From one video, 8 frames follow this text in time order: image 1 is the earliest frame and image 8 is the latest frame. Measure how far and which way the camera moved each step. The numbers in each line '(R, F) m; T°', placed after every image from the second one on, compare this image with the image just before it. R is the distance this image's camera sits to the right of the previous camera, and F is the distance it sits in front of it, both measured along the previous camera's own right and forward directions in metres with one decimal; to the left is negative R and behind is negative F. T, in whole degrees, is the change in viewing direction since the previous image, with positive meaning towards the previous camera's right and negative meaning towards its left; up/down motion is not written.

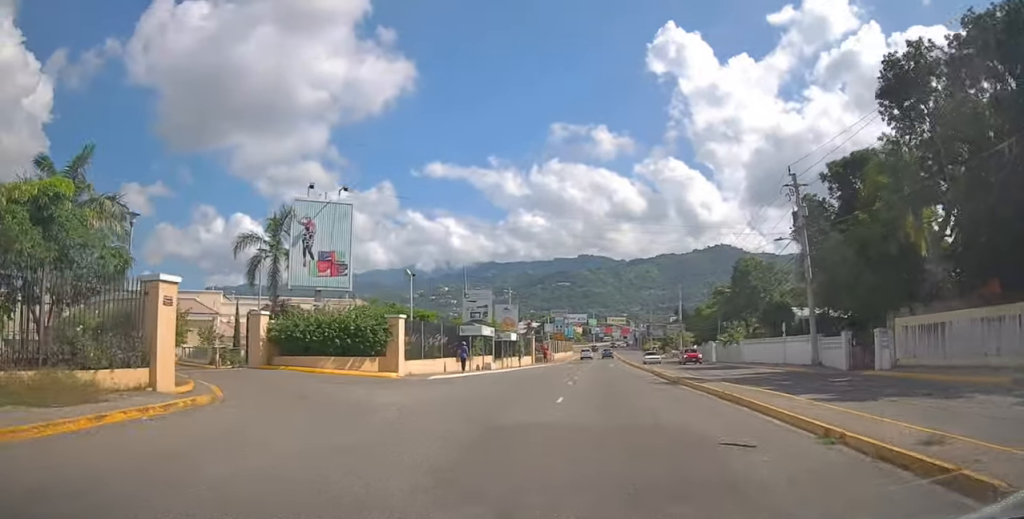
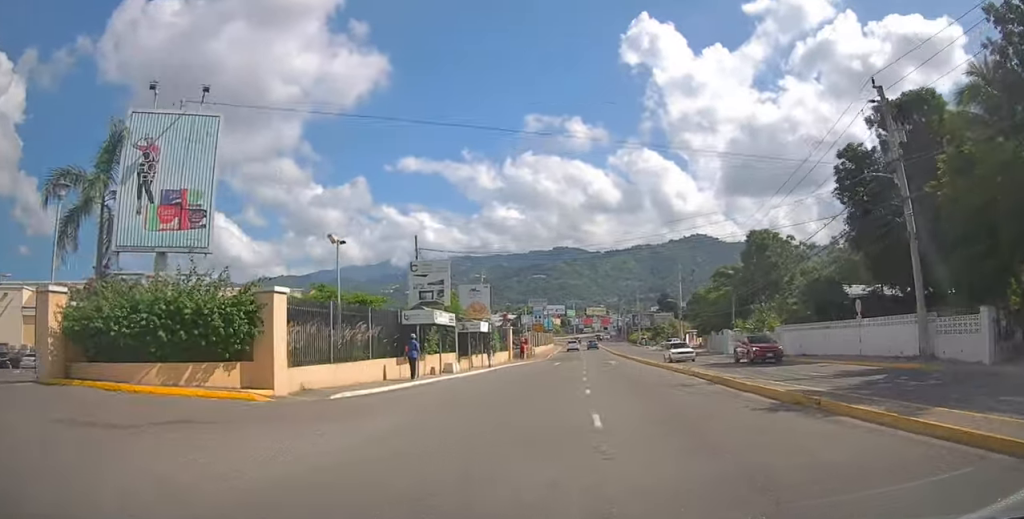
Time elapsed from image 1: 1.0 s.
(-0.2, +11.2) m; +2°
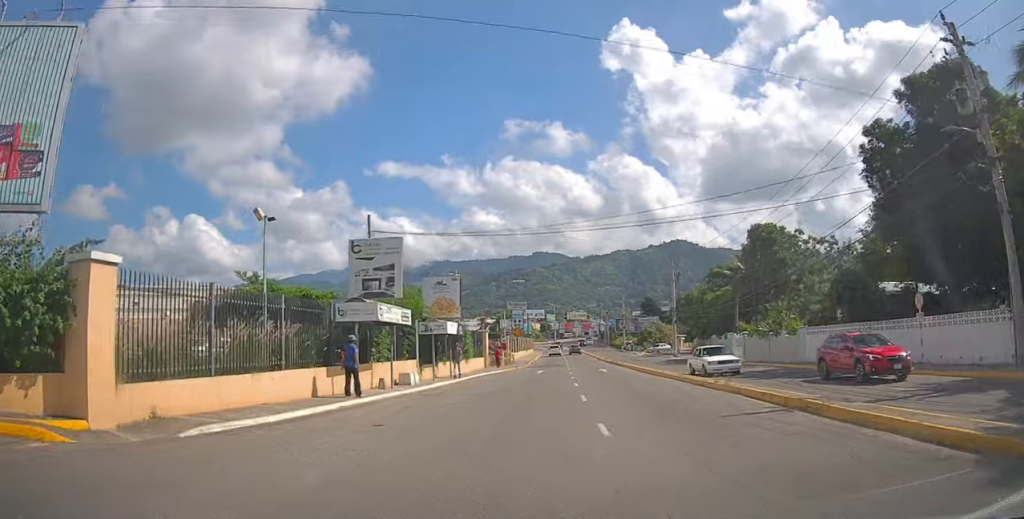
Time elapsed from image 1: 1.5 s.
(+0.2, +6.0) m; +2°
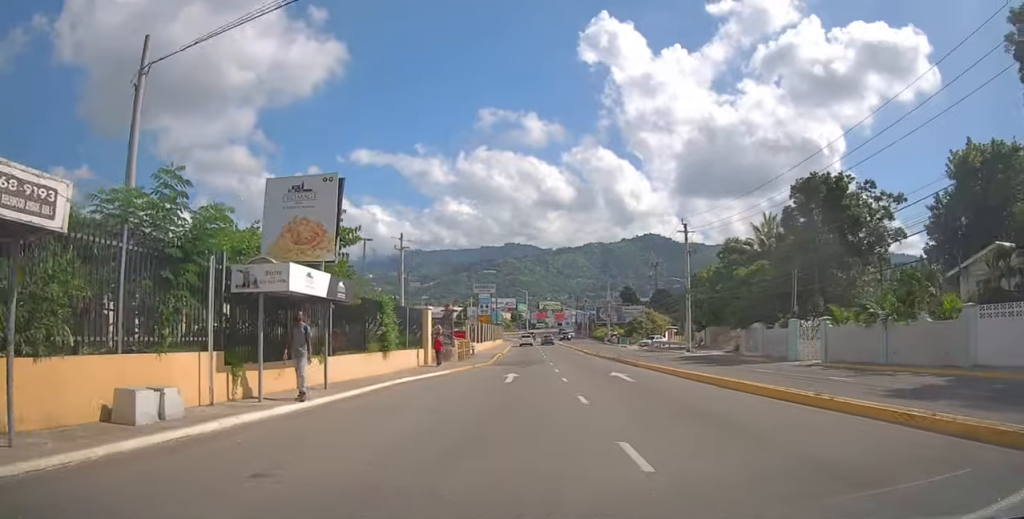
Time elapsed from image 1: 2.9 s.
(+0.7, +15.4) m; +3°
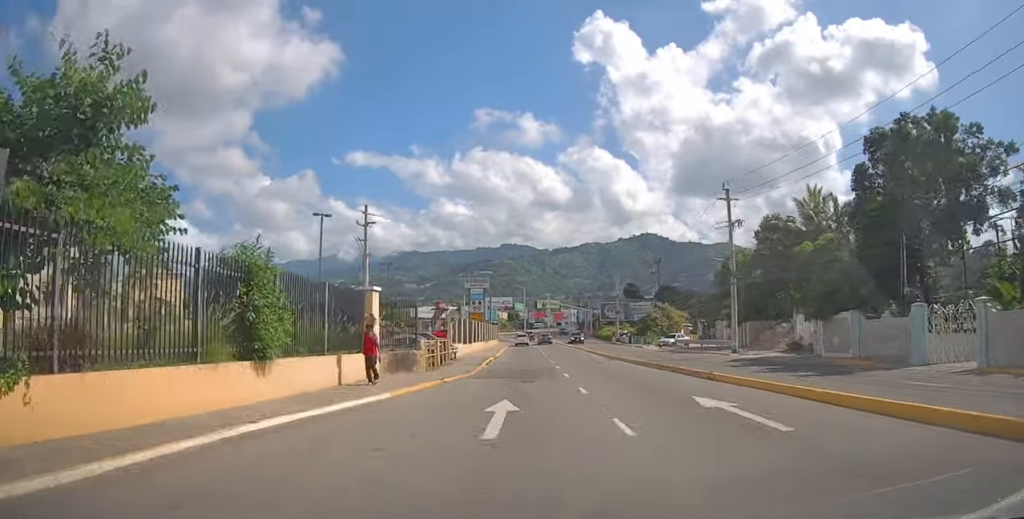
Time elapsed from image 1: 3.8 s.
(0.0, +10.9) m; 0°
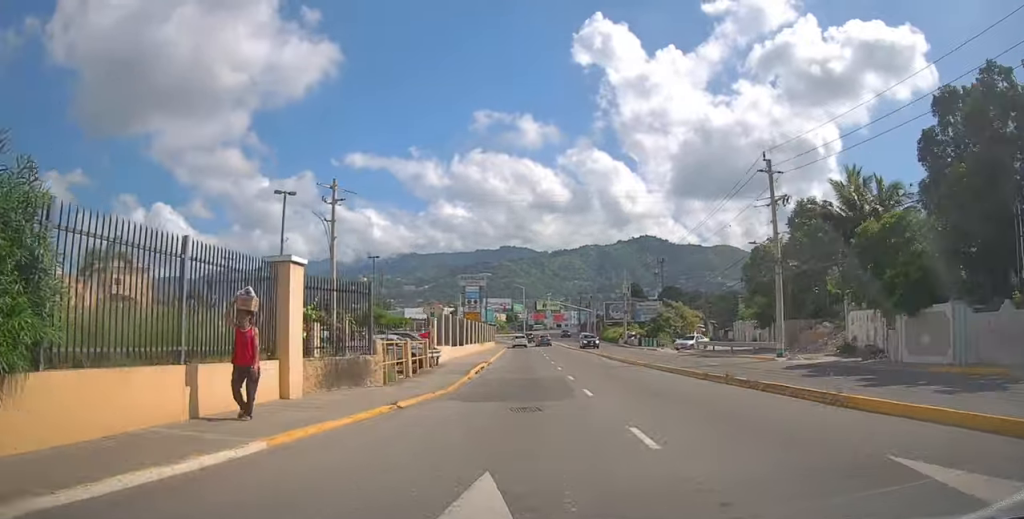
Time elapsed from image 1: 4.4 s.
(0.0, +6.9) m; 0°
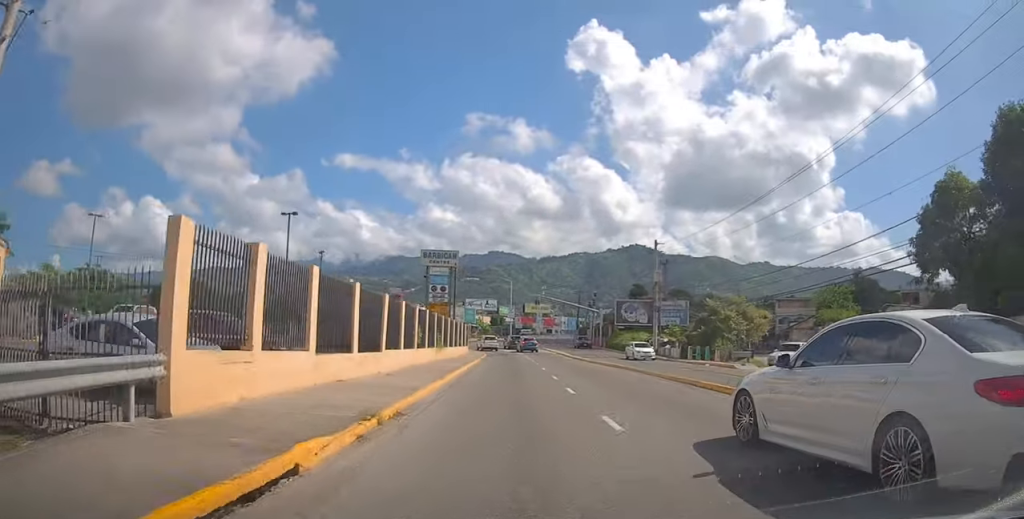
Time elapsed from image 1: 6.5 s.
(+0.4, +23.2) m; +1°
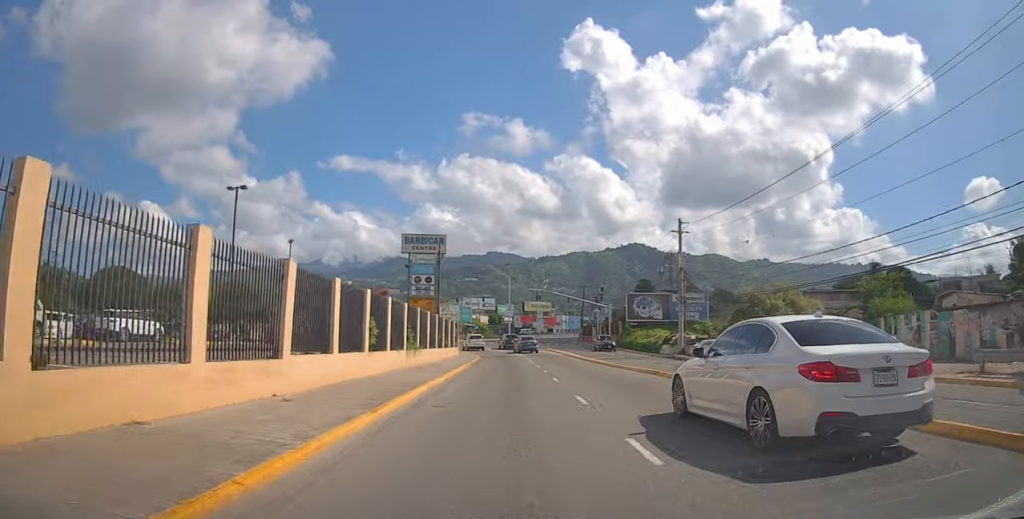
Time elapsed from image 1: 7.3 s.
(-0.1, +8.7) m; 0°
